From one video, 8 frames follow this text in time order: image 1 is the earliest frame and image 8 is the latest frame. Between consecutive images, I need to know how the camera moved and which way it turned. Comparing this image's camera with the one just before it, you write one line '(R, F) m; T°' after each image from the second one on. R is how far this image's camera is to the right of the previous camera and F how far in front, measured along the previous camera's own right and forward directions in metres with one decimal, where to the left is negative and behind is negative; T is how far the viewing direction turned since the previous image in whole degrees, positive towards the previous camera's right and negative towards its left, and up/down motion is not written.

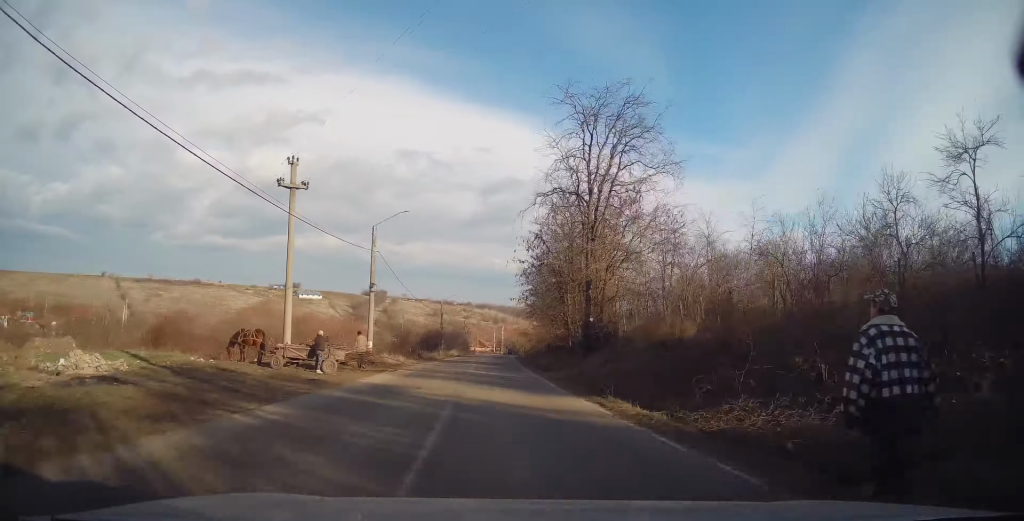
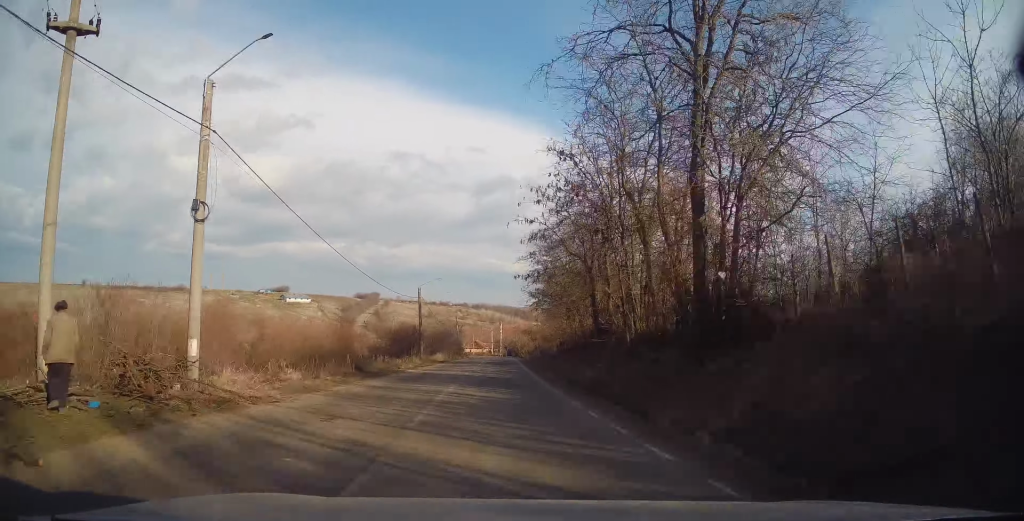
(+0.2, +18.9) m; 0°
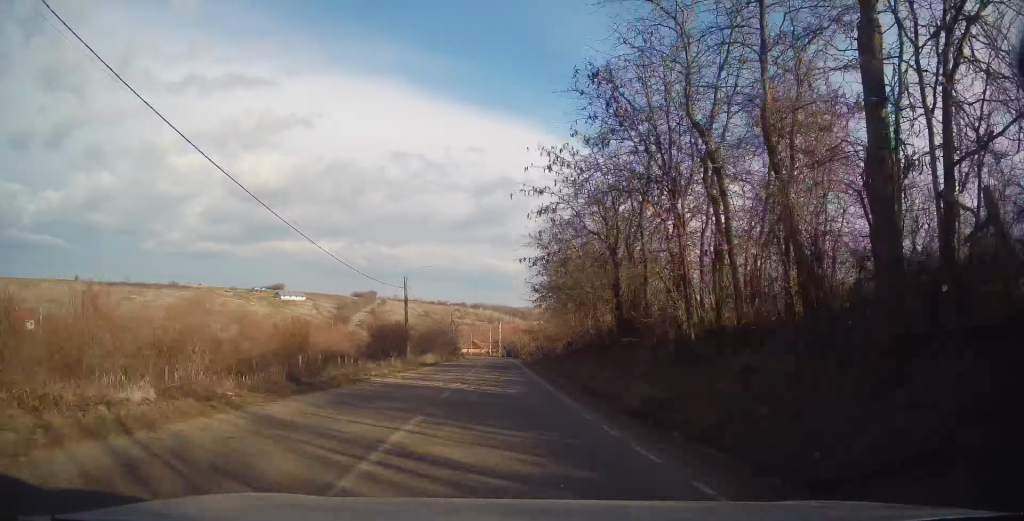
(0.0, +8.1) m; 0°
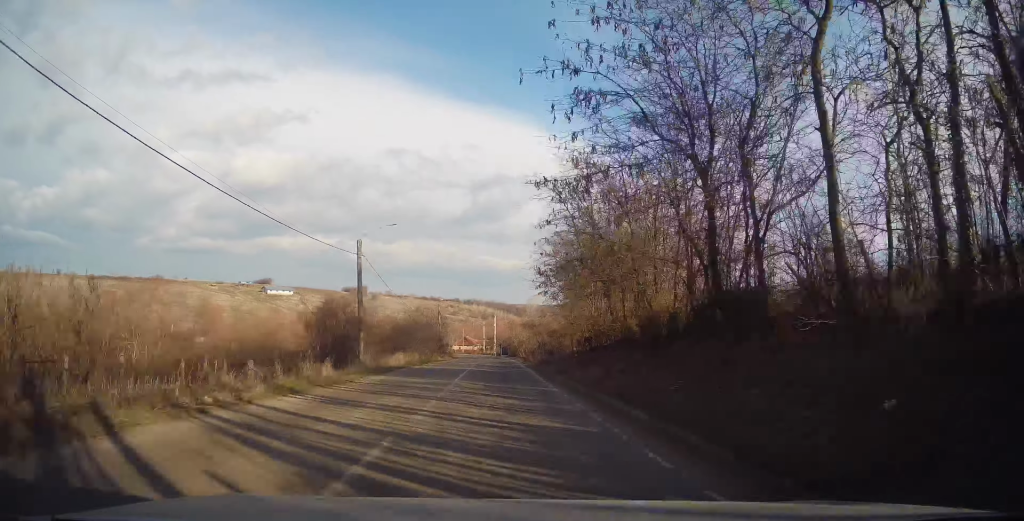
(0.0, +14.2) m; 0°
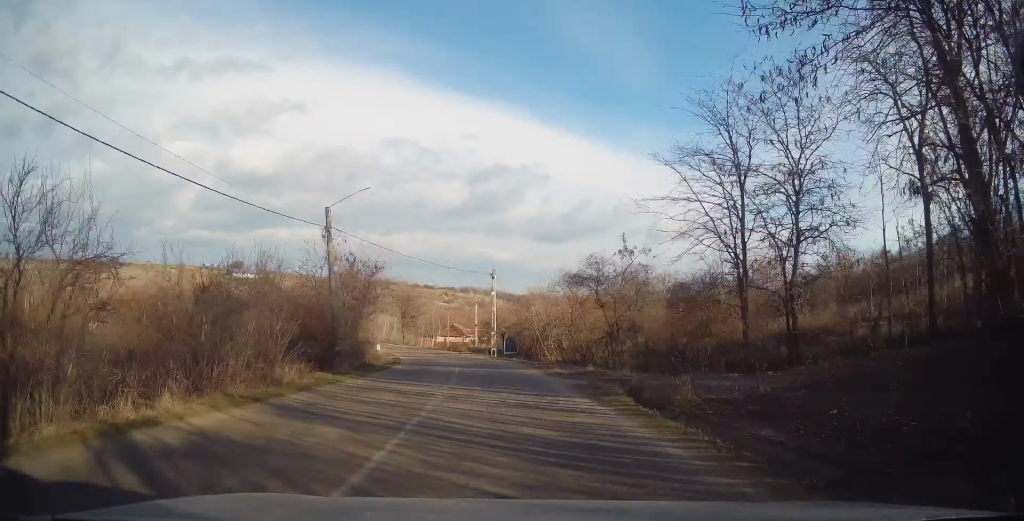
(+0.3, +50.7) m; +1°
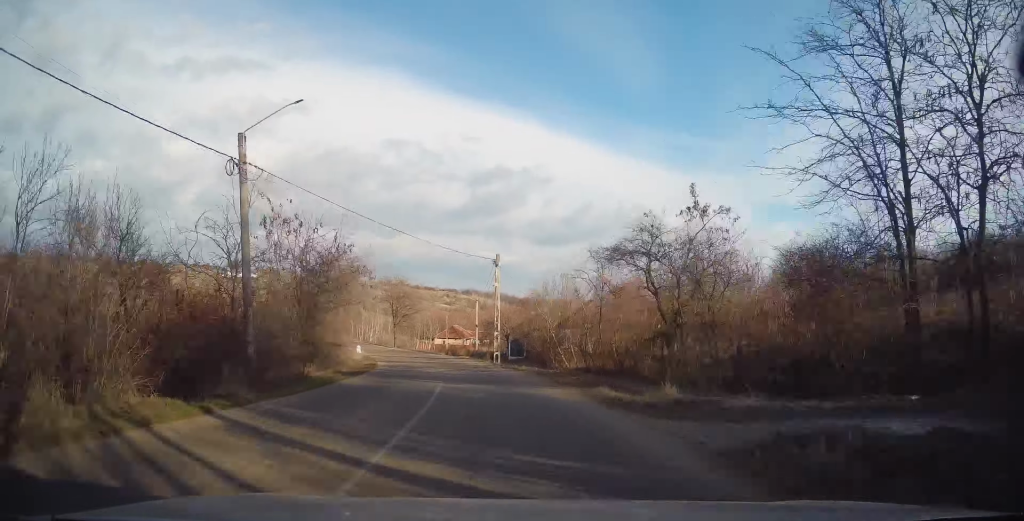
(0.0, +10.0) m; -2°
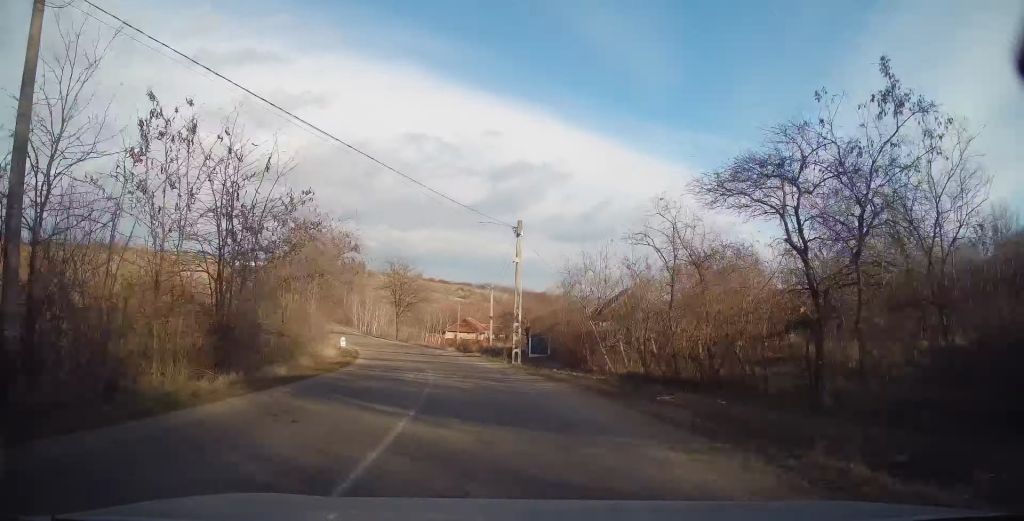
(+0.2, +9.4) m; -2°
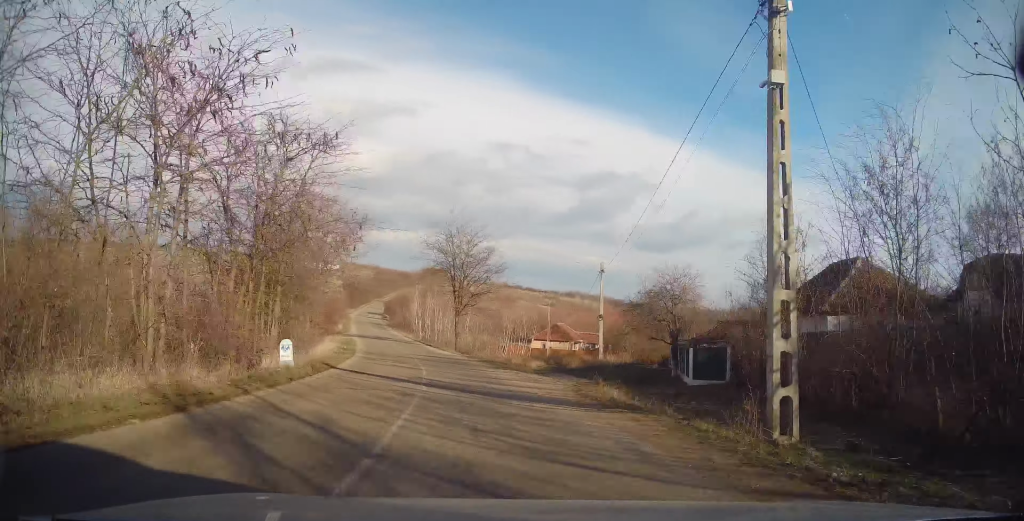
(-1.8, +23.3) m; -8°
